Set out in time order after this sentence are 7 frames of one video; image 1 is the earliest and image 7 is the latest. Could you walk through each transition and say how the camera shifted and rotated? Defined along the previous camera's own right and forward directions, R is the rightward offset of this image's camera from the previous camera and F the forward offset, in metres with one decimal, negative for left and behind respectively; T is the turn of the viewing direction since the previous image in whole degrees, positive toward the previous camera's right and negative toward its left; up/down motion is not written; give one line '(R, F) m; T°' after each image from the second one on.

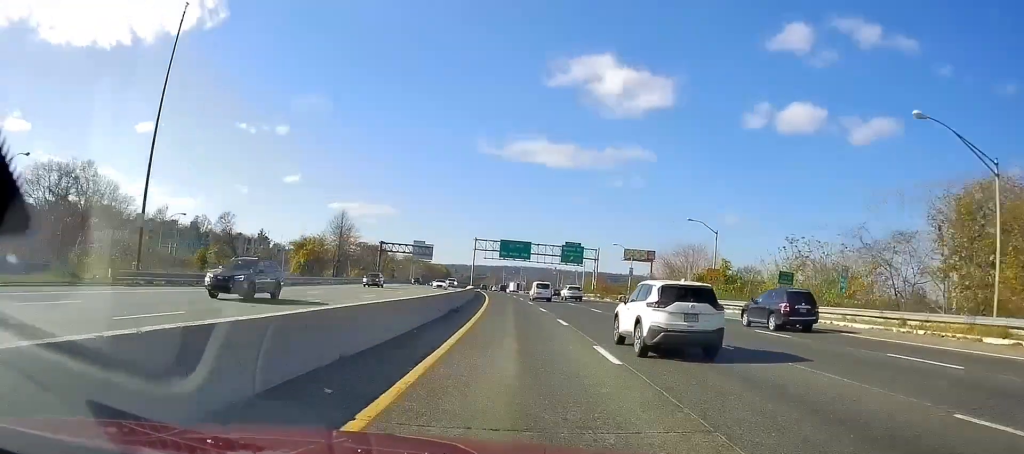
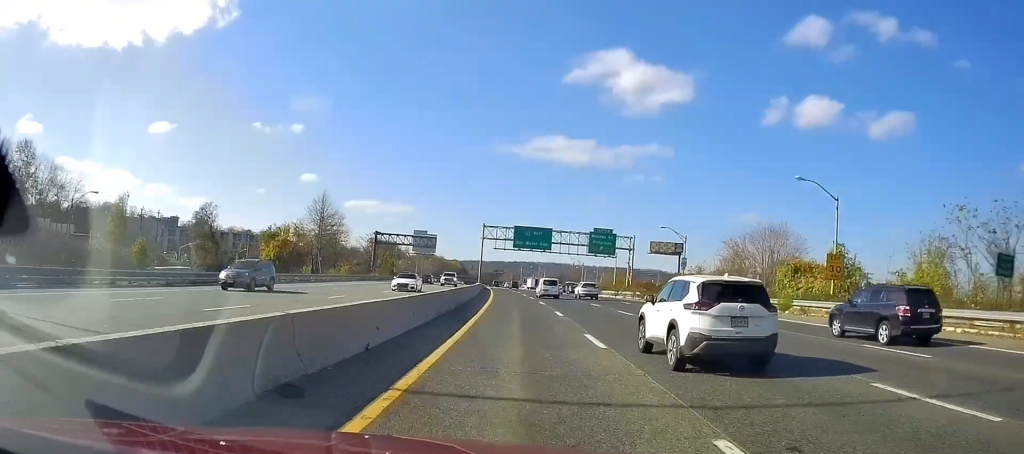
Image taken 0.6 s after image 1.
(0.0, +20.0) m; -1°
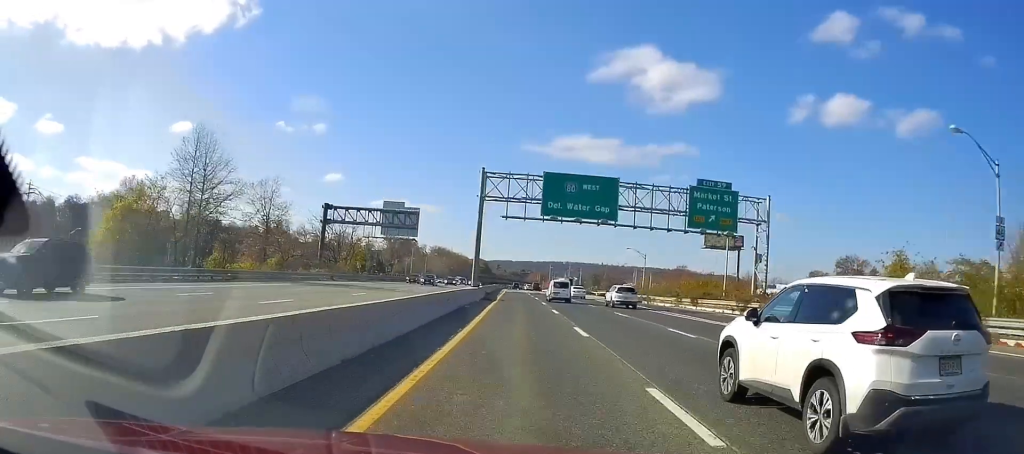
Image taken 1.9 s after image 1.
(-1.6, +44.5) m; -3°
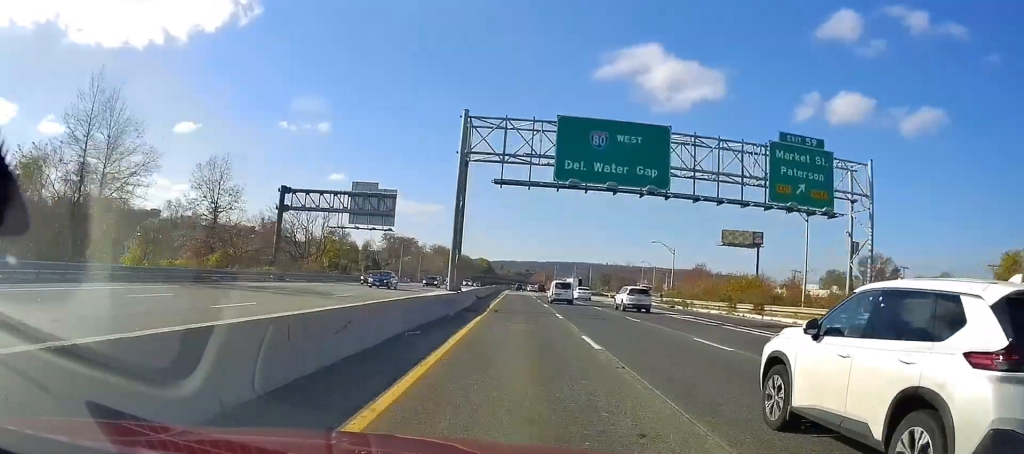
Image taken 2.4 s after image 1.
(-0.1, +15.7) m; 0°
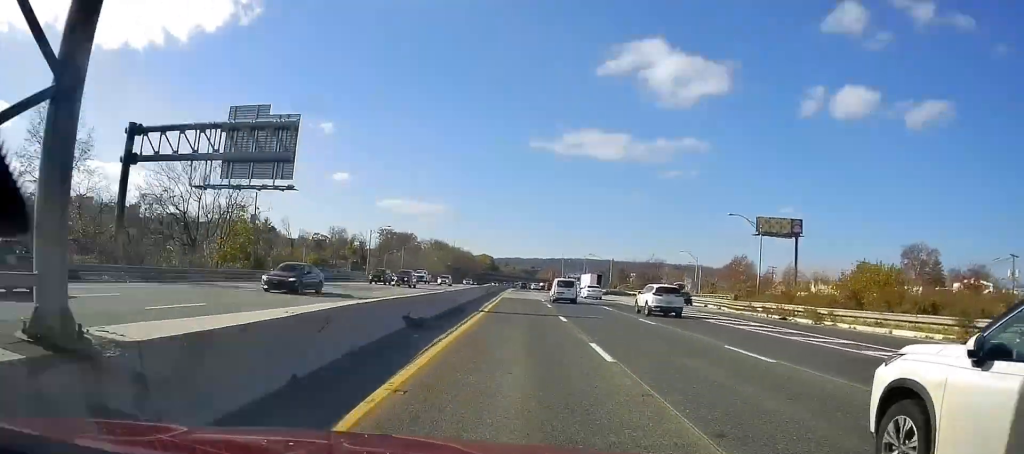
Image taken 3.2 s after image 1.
(+0.1, +28.0) m; -2°
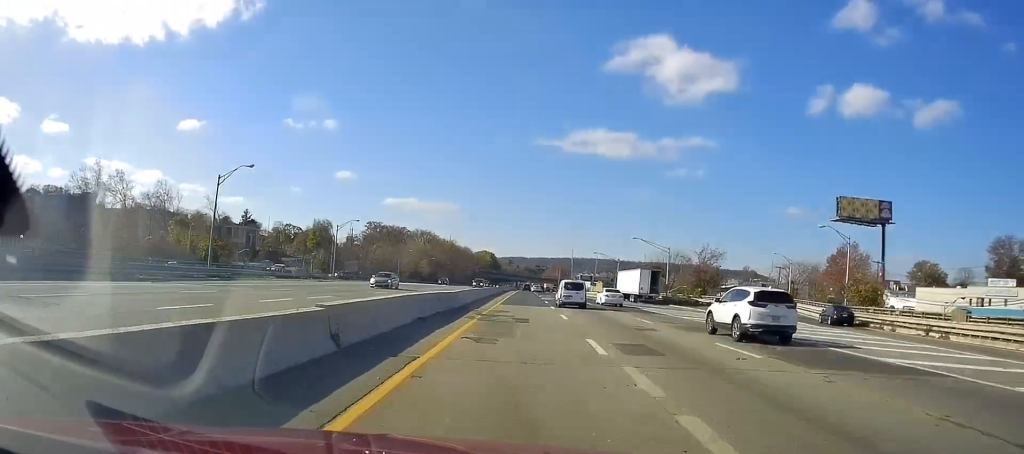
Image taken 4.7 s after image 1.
(-1.5, +47.9) m; -2°
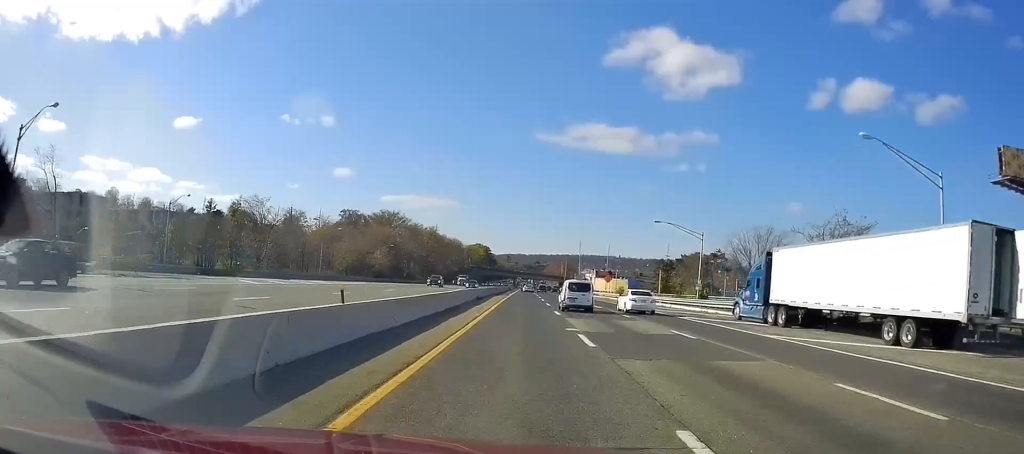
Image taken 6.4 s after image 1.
(0.0, +56.5) m; +1°
